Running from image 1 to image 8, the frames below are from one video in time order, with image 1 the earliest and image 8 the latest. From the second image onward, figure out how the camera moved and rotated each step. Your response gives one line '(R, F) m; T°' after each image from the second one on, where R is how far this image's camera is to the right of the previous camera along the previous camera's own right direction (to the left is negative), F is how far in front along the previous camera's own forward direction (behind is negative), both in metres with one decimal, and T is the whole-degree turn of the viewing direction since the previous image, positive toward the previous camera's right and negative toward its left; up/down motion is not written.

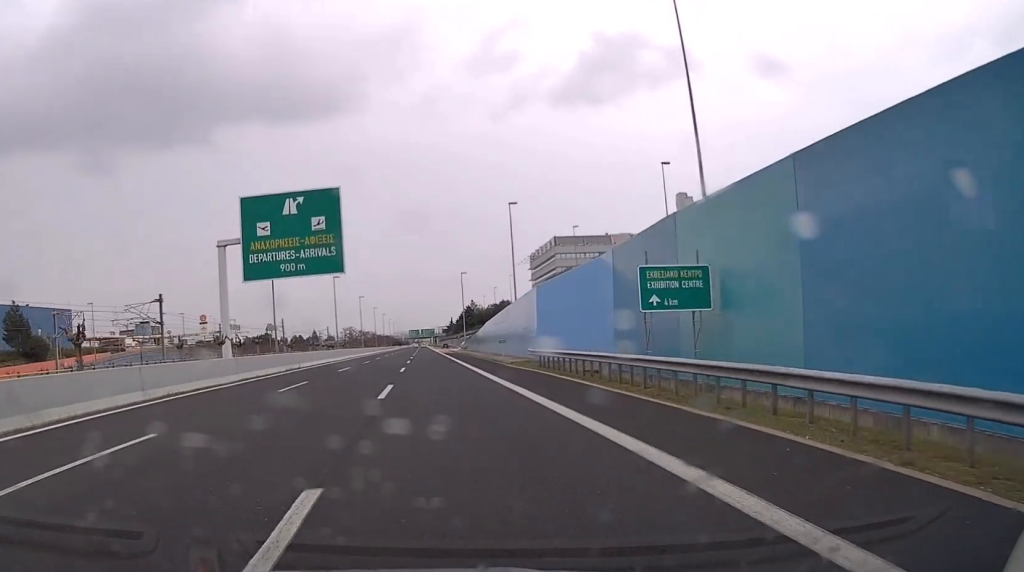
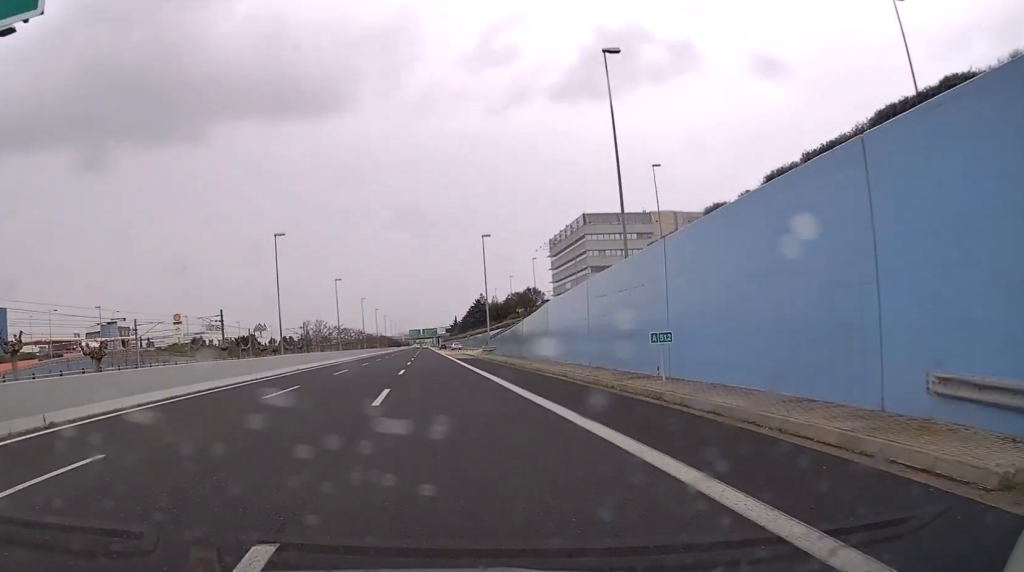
(+0.2, +39.2) m; 0°
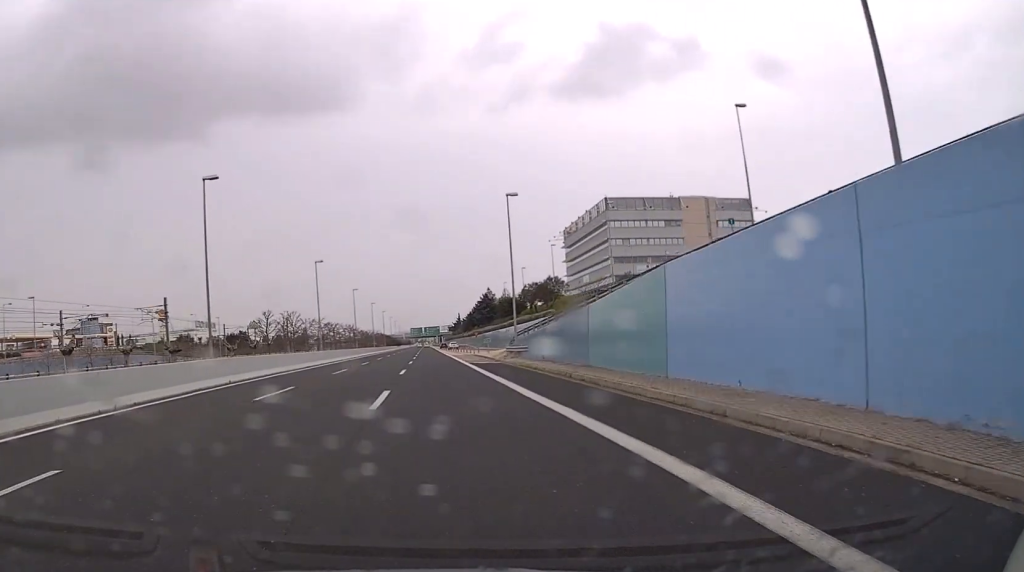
(-0.1, +18.6) m; 0°
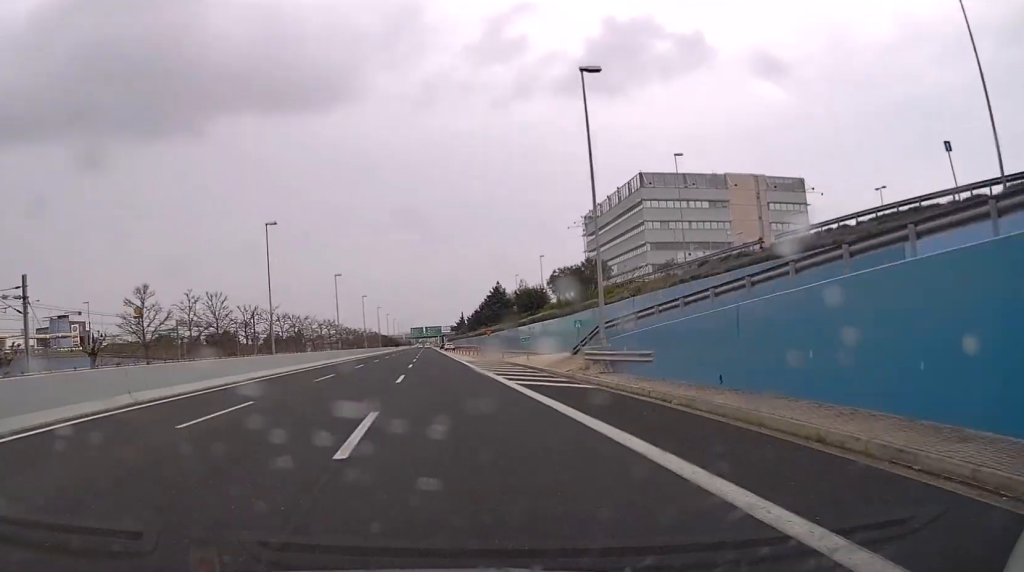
(0.0, +26.0) m; 0°
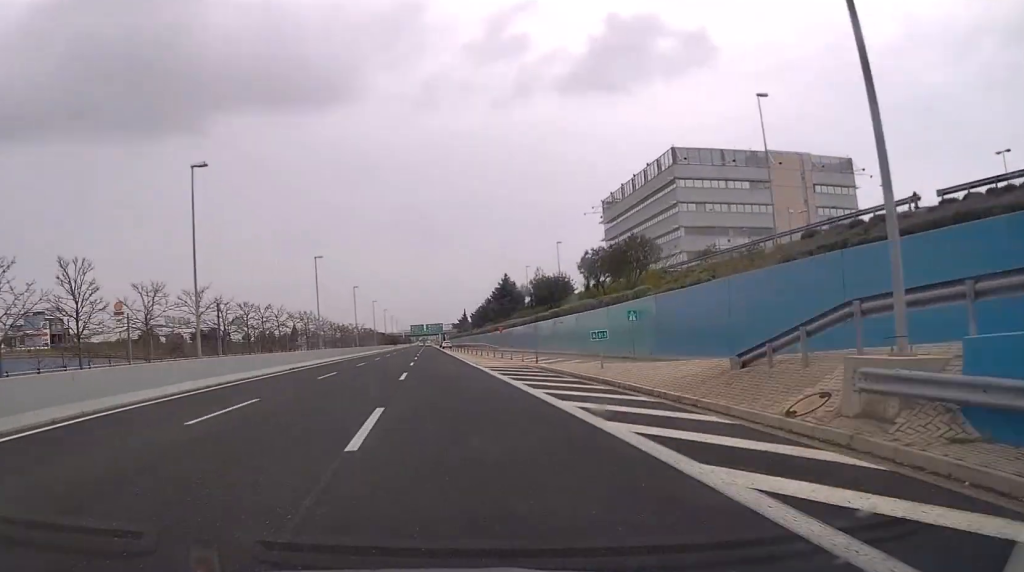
(0.0, +17.6) m; 0°
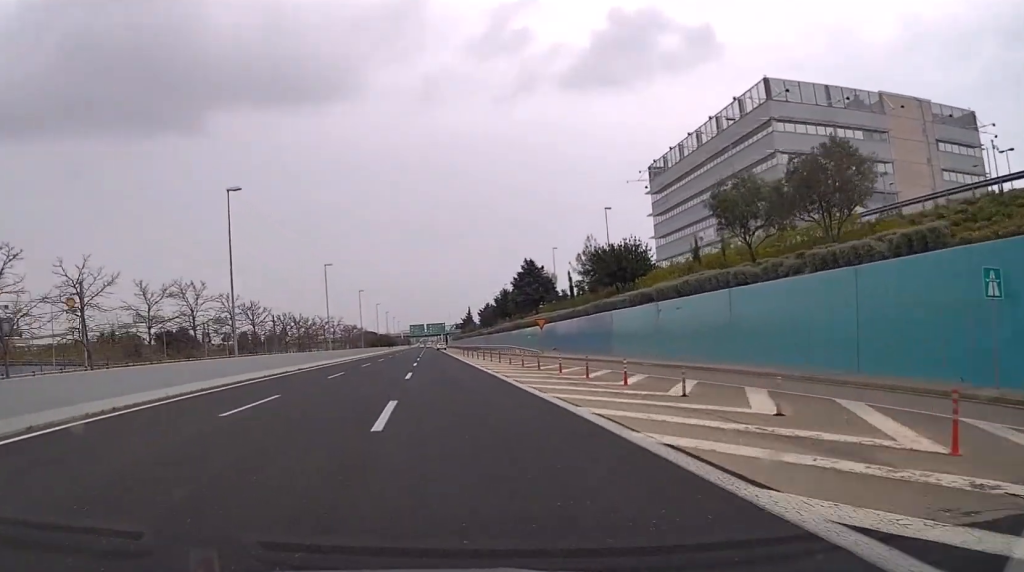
(-0.1, +35.0) m; 0°
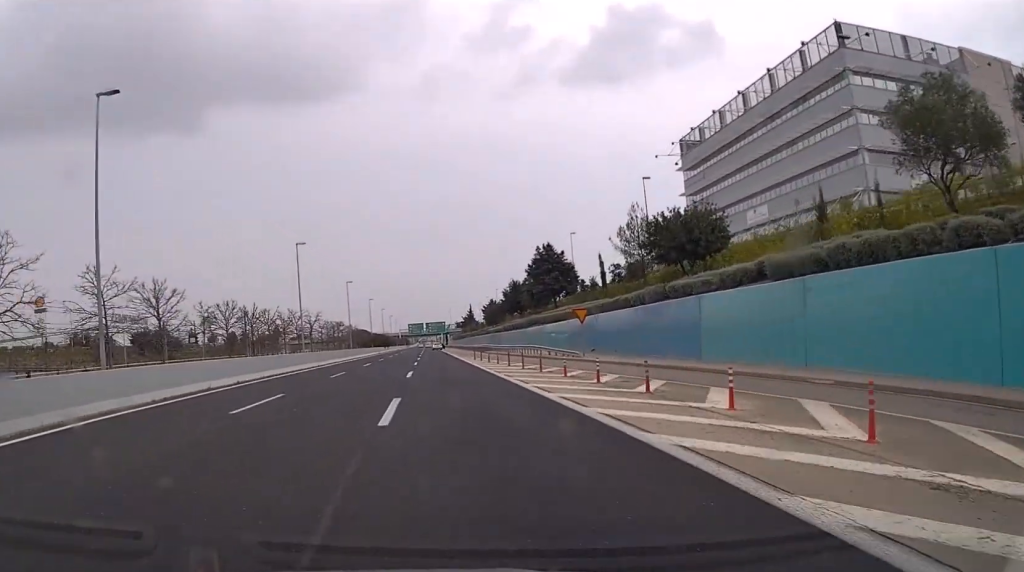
(0.0, +17.5) m; 0°
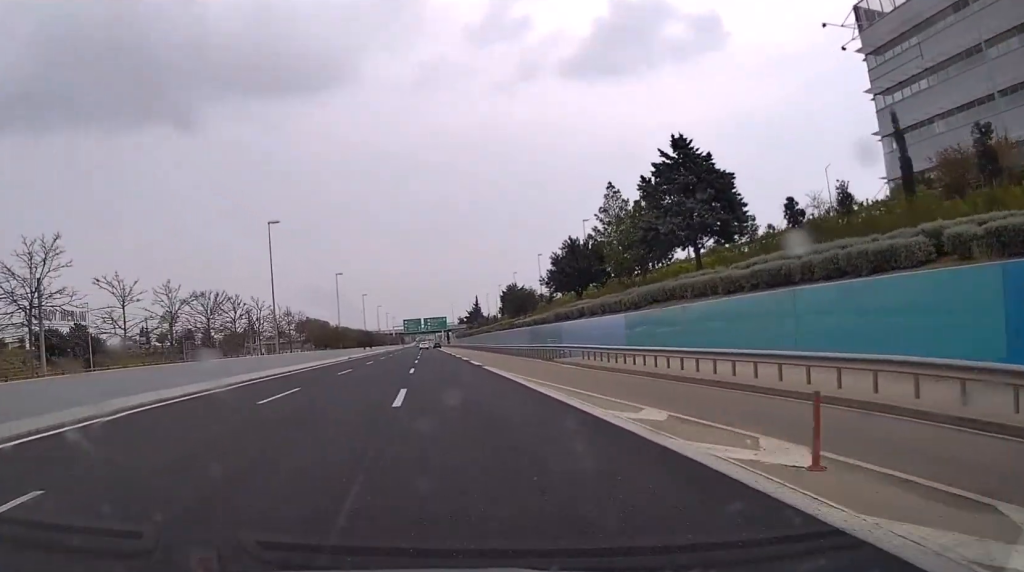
(-0.2, +51.8) m; 0°
